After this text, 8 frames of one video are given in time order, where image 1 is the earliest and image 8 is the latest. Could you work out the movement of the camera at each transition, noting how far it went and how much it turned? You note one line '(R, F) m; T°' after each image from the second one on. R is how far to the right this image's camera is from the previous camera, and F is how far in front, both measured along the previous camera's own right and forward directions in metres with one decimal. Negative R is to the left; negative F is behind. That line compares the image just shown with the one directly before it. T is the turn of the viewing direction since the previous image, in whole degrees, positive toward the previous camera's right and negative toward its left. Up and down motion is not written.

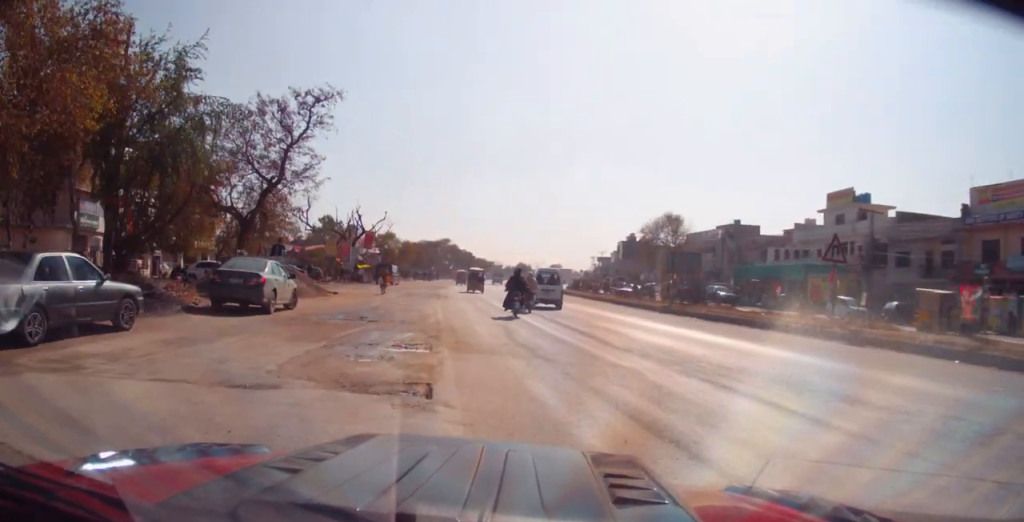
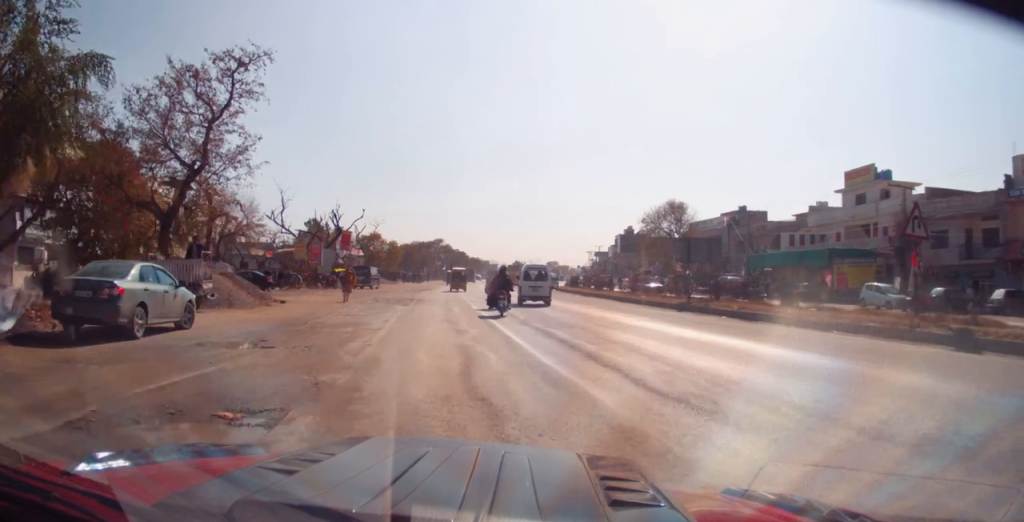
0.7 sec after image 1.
(0.0, +5.7) m; +4°
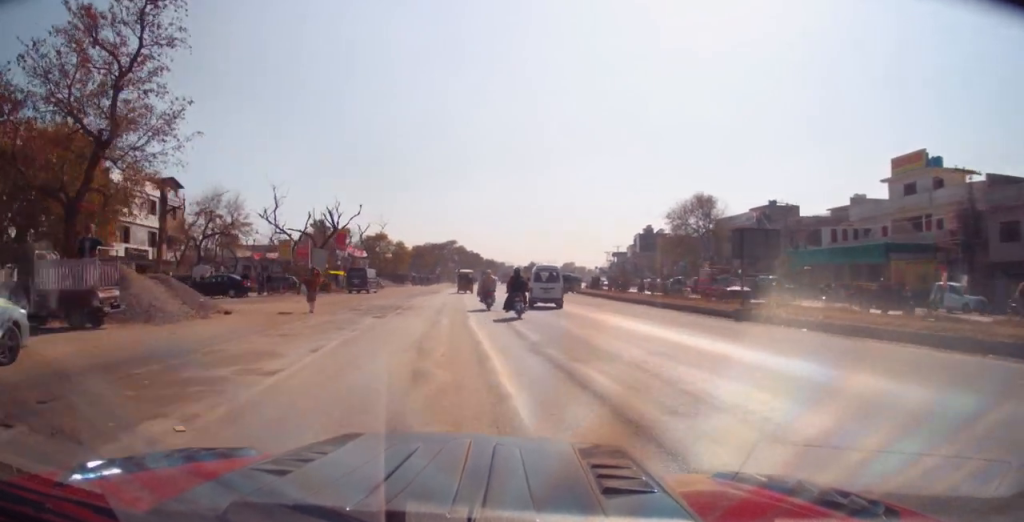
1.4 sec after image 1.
(+0.6, +6.3) m; +2°
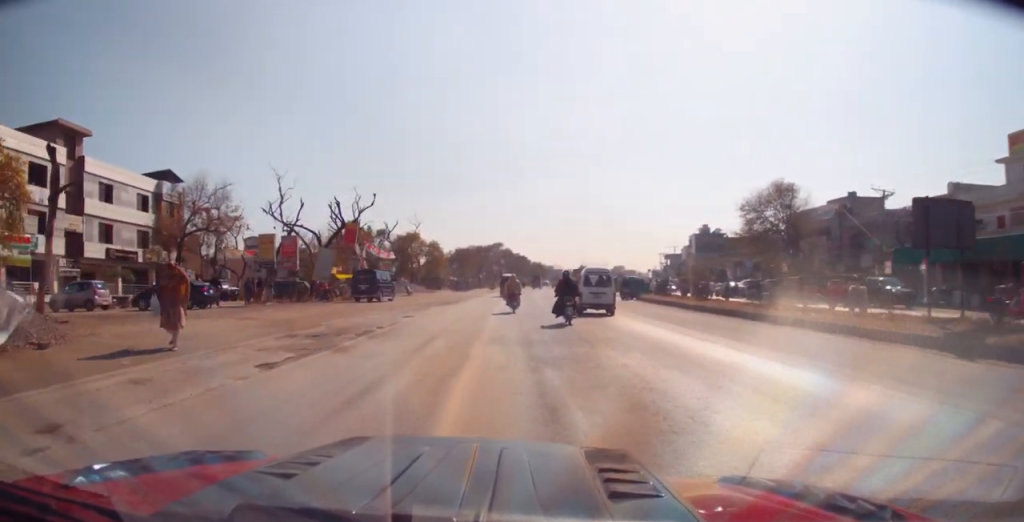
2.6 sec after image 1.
(-0.6, +9.9) m; -6°
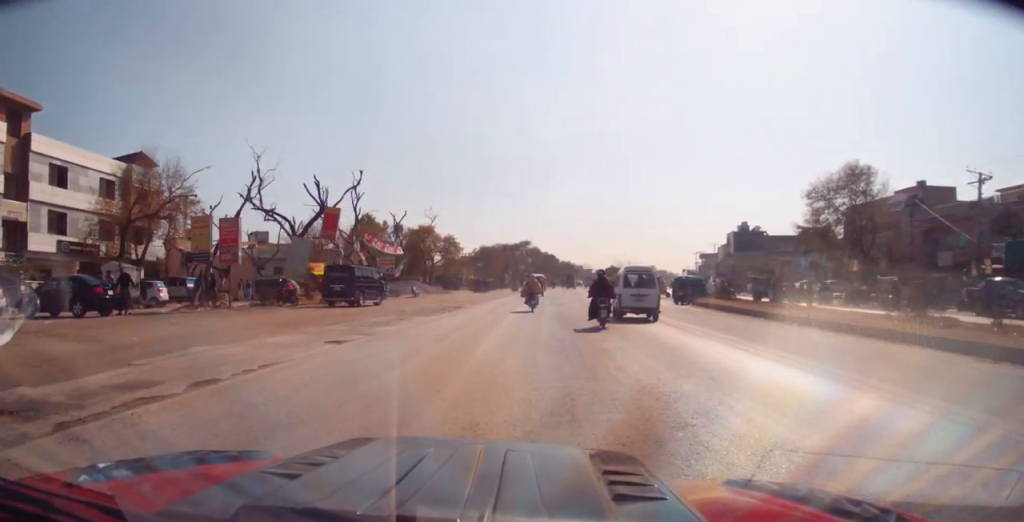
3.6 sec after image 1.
(-0.3, +9.6) m; 0°
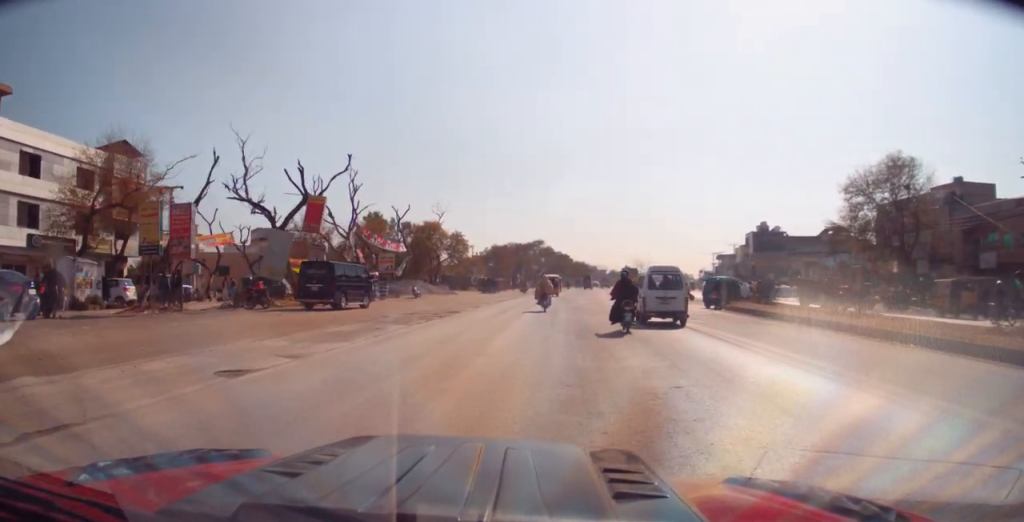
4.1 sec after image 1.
(+0.3, +4.5) m; -1°
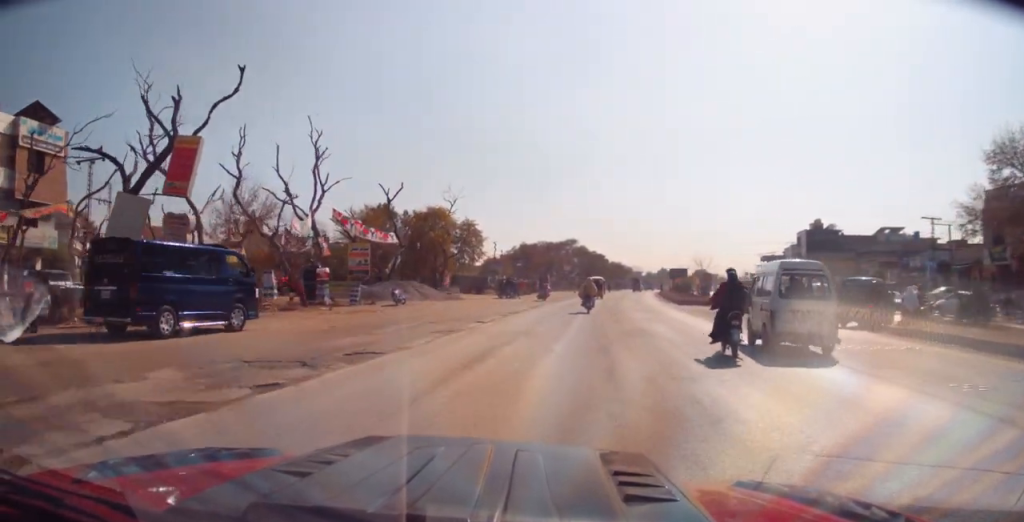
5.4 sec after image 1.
(-0.7, +13.6) m; -5°
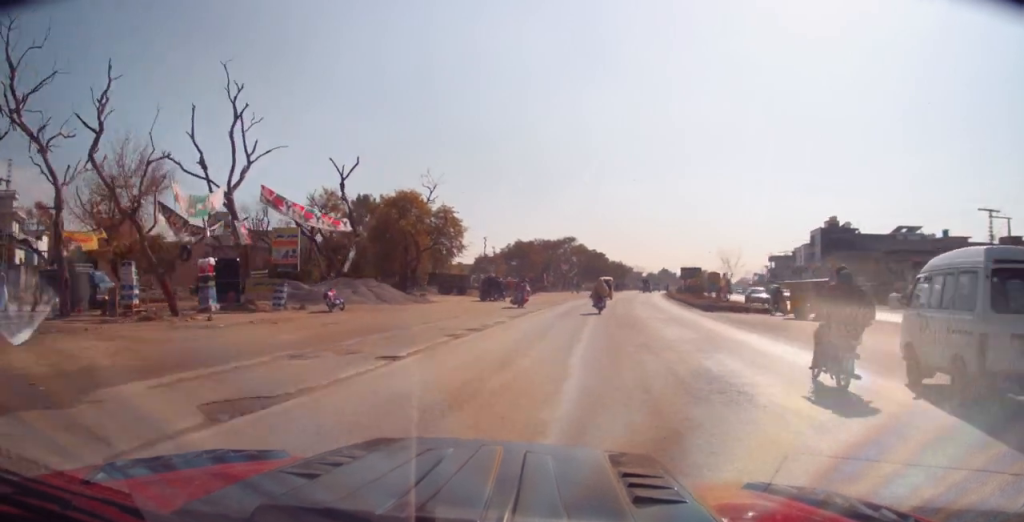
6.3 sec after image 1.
(0.0, +9.2) m; +3°
